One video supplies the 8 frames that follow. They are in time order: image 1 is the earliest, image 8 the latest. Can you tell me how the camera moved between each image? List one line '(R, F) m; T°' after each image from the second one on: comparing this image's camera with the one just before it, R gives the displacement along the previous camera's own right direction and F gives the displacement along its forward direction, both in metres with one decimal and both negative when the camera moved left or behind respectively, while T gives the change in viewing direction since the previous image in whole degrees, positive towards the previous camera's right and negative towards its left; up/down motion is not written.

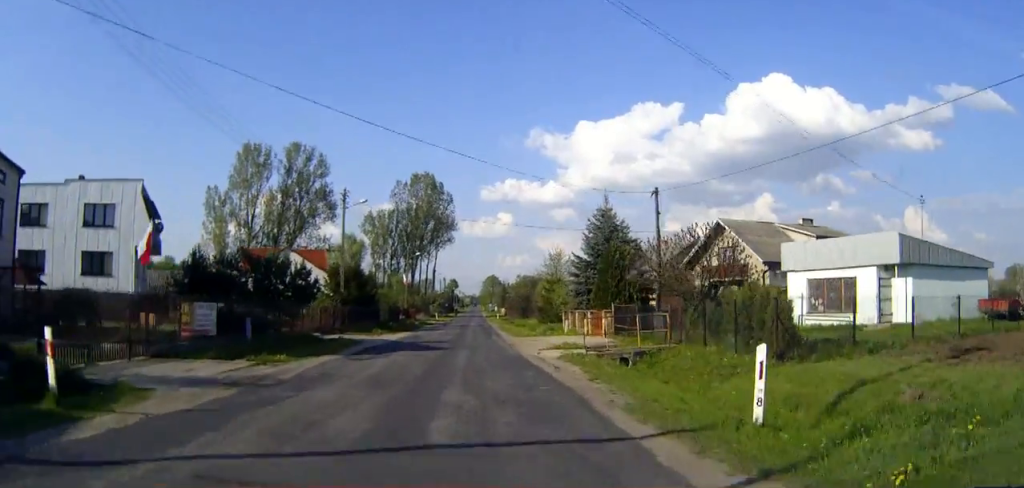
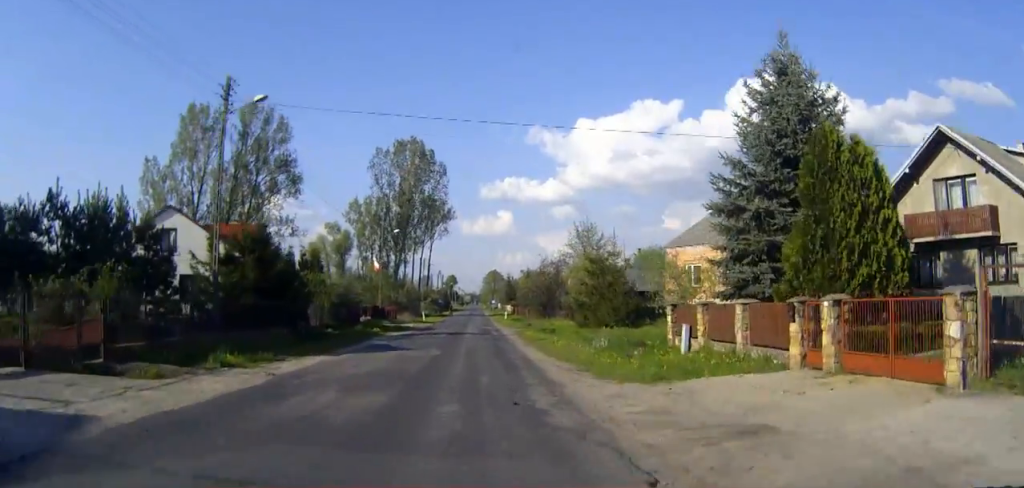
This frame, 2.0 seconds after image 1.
(0.0, +27.5) m; 0°
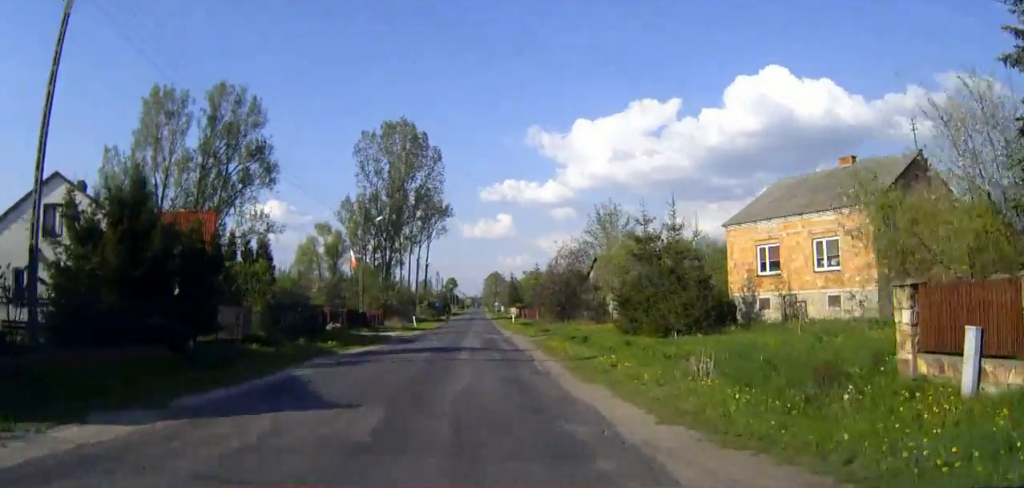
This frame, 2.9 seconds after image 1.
(0.0, +12.9) m; 0°
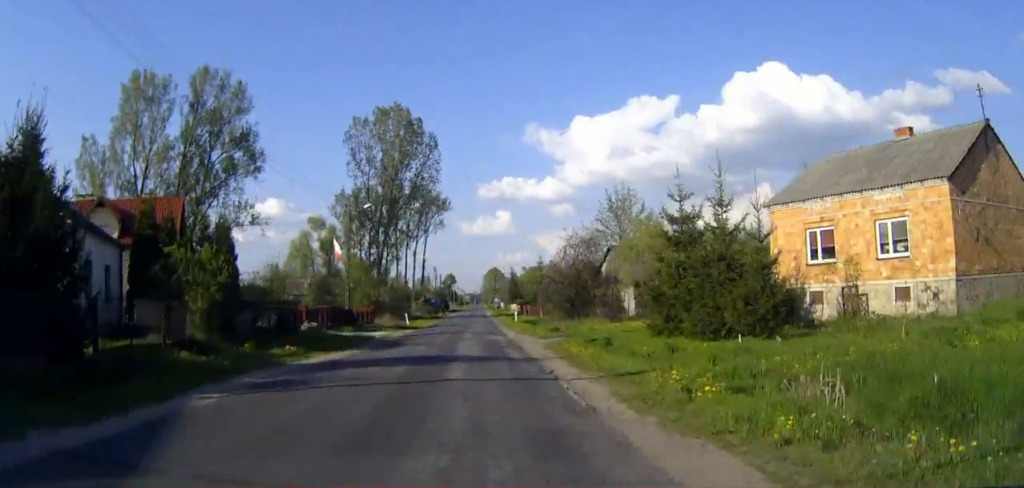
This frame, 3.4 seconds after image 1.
(0.0, +6.1) m; 0°
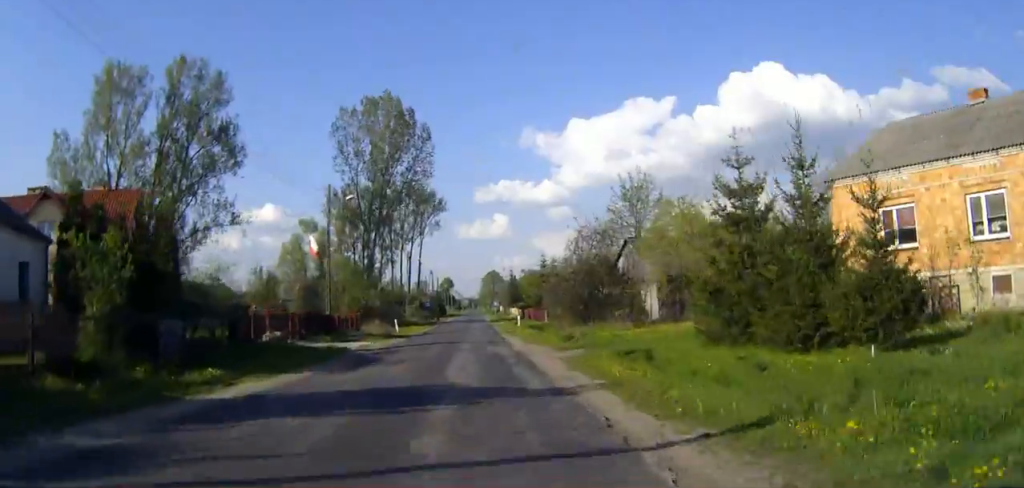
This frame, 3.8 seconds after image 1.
(0.0, +6.6) m; 0°
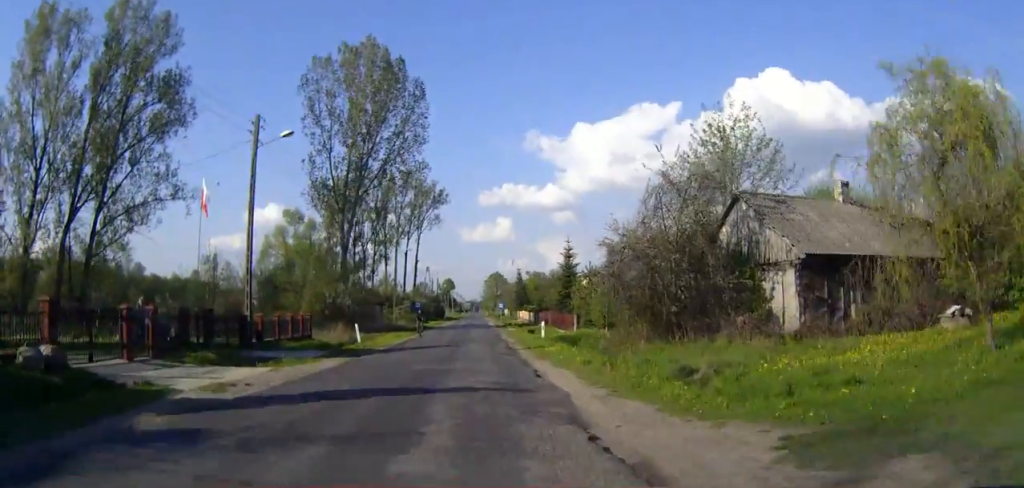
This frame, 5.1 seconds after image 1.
(0.0, +18.2) m; 0°
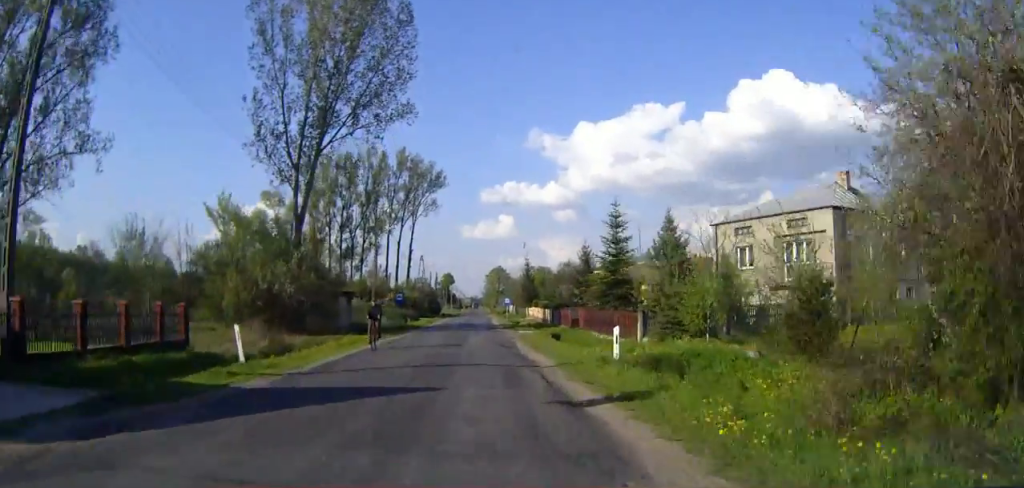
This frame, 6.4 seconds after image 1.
(0.0, +18.2) m; 0°
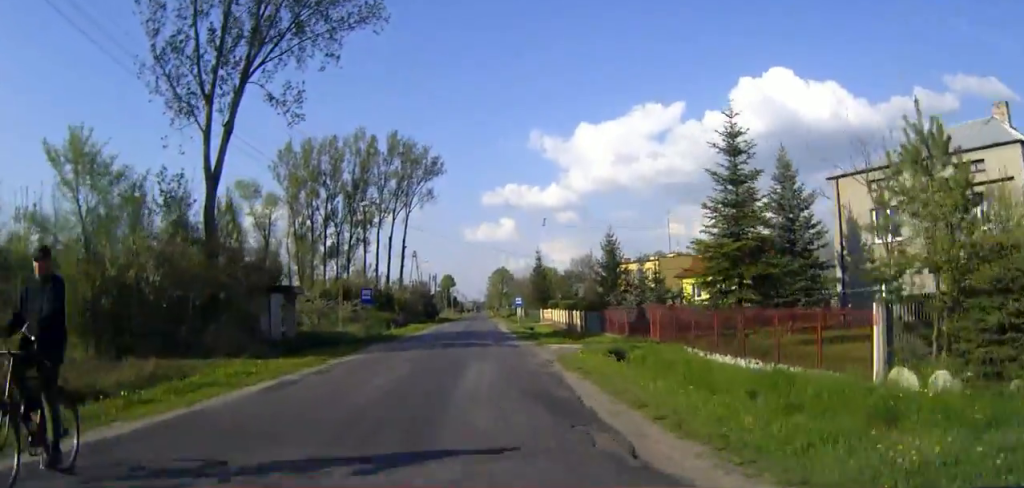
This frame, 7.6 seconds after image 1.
(0.0, +17.4) m; 0°
